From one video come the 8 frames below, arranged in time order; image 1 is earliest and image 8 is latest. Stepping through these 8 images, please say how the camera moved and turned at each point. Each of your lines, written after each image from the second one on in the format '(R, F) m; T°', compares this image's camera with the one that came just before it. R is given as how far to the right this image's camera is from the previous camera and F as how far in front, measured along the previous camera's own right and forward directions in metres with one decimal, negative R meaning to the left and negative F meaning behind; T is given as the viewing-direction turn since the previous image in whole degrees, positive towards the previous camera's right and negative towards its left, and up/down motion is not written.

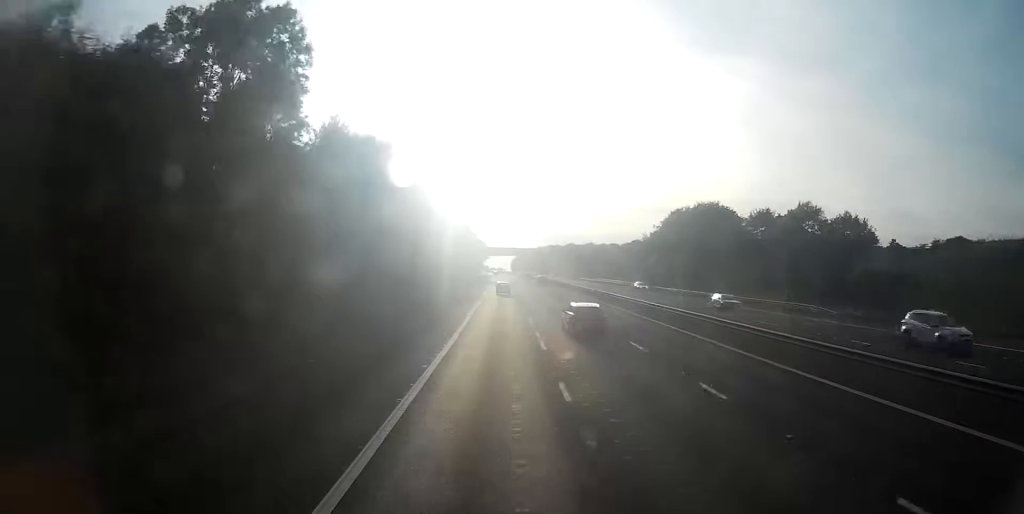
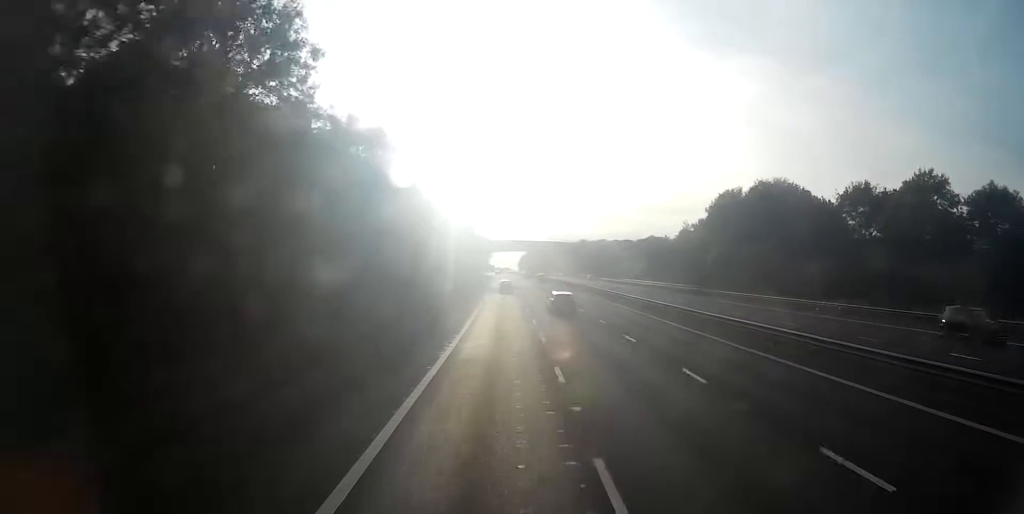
(-0.1, +33.7) m; -1°
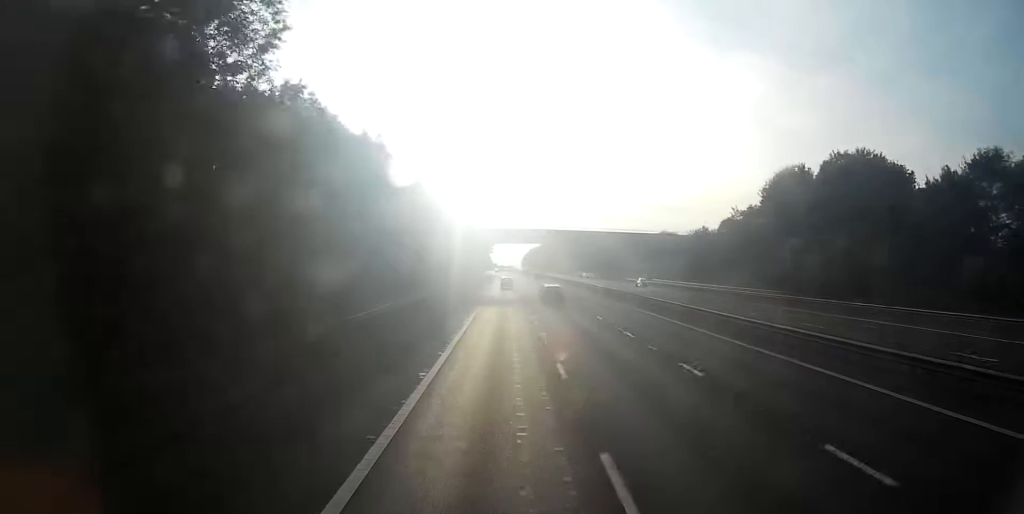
(-0.1, +27.3) m; 0°
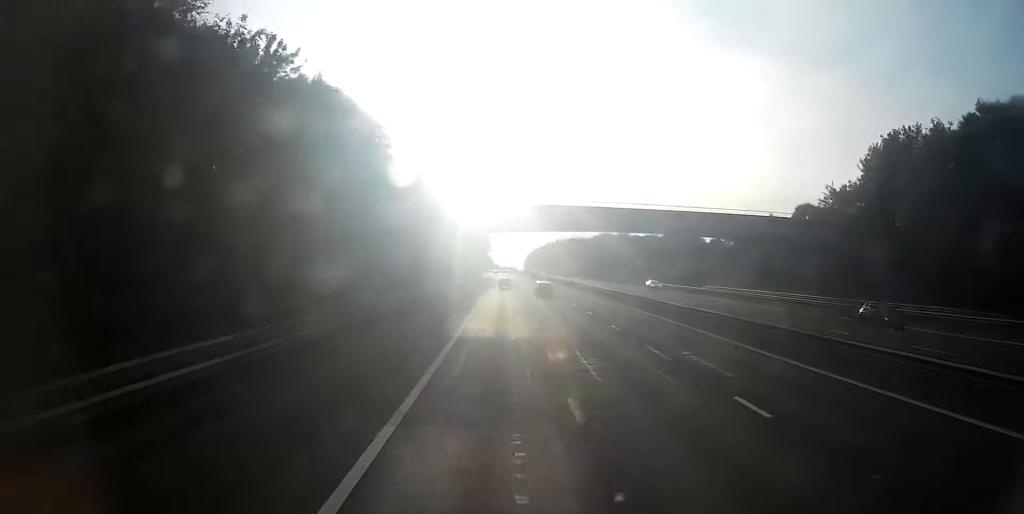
(0.0, +31.9) m; 0°
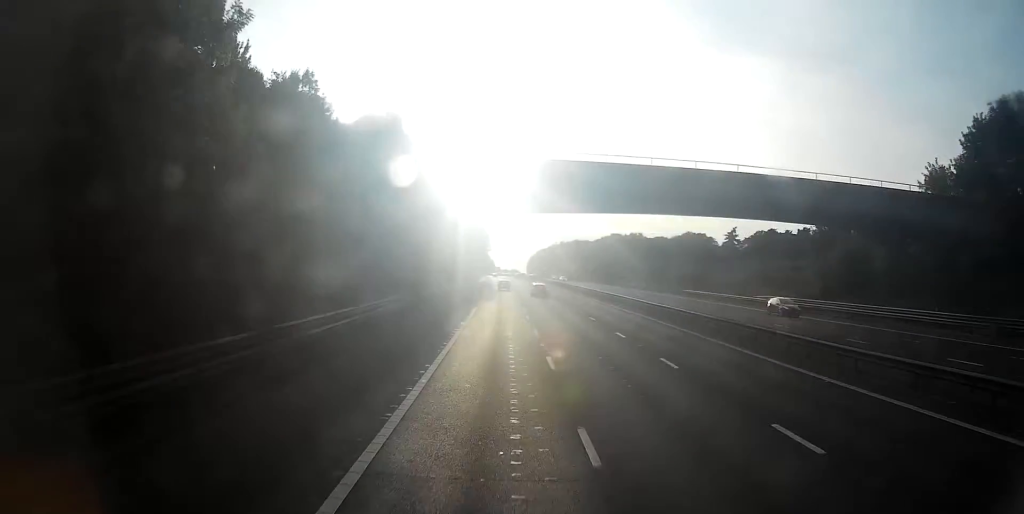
(0.0, +20.0) m; -1°
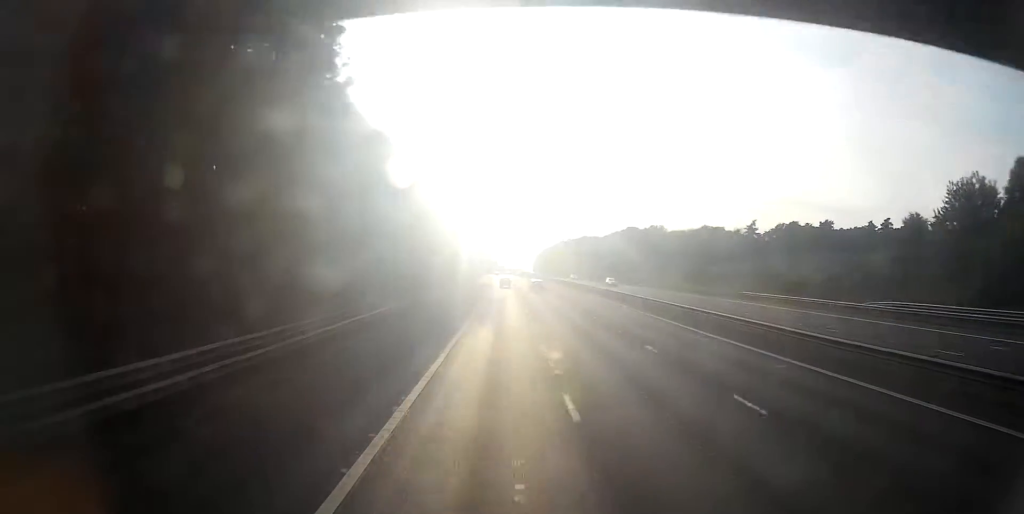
(-0.2, +24.6) m; -1°
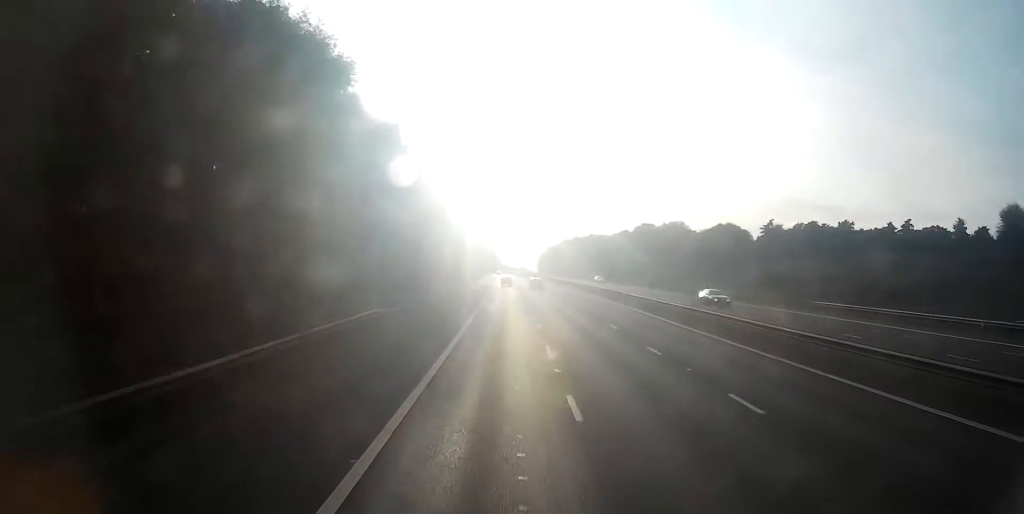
(-0.1, +18.2) m; 0°
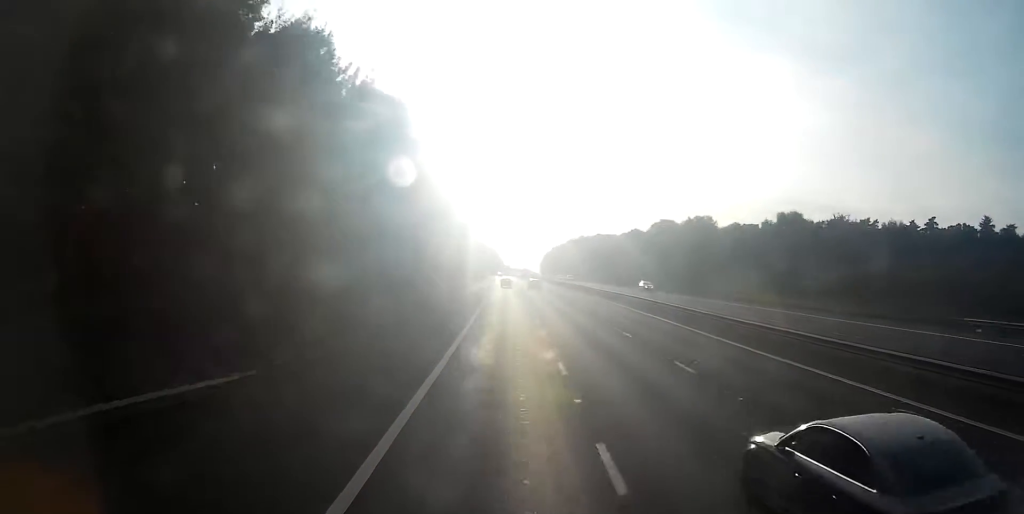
(0.0, +21.9) m; 0°
